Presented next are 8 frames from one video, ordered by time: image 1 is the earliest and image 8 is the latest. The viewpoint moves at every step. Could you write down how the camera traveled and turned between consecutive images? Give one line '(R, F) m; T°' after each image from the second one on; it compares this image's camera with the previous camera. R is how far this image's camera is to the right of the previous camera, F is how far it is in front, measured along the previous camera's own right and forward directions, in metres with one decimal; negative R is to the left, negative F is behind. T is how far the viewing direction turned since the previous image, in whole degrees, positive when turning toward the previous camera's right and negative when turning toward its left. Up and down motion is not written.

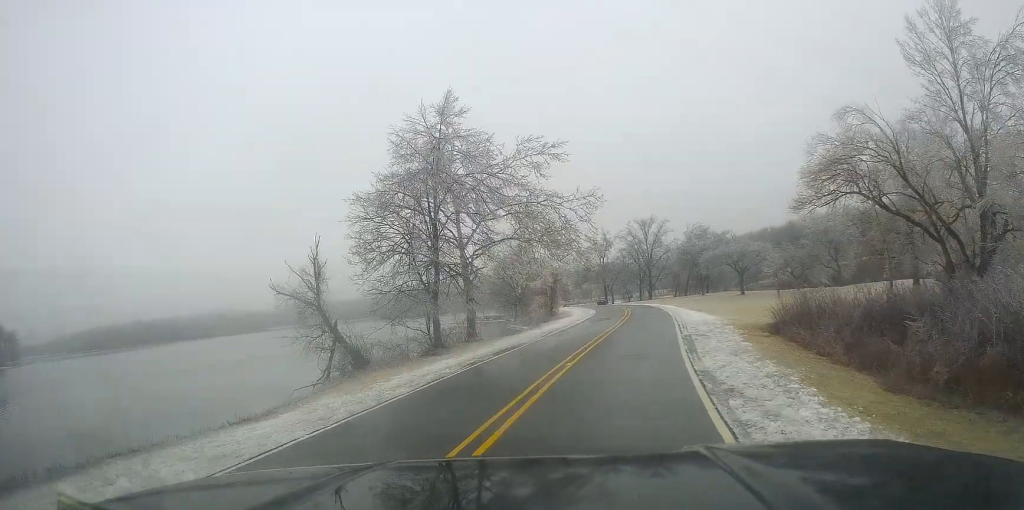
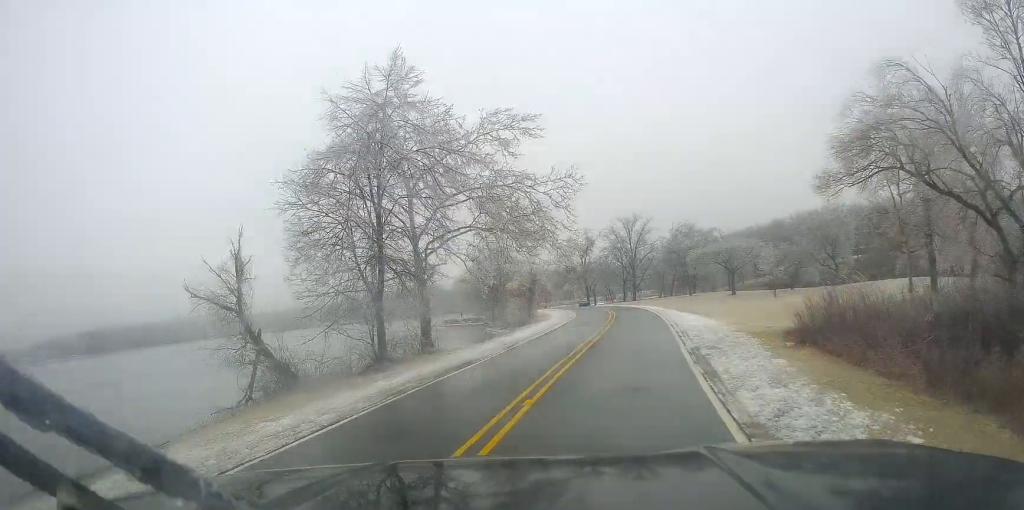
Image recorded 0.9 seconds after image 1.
(+0.5, +5.9) m; +4°
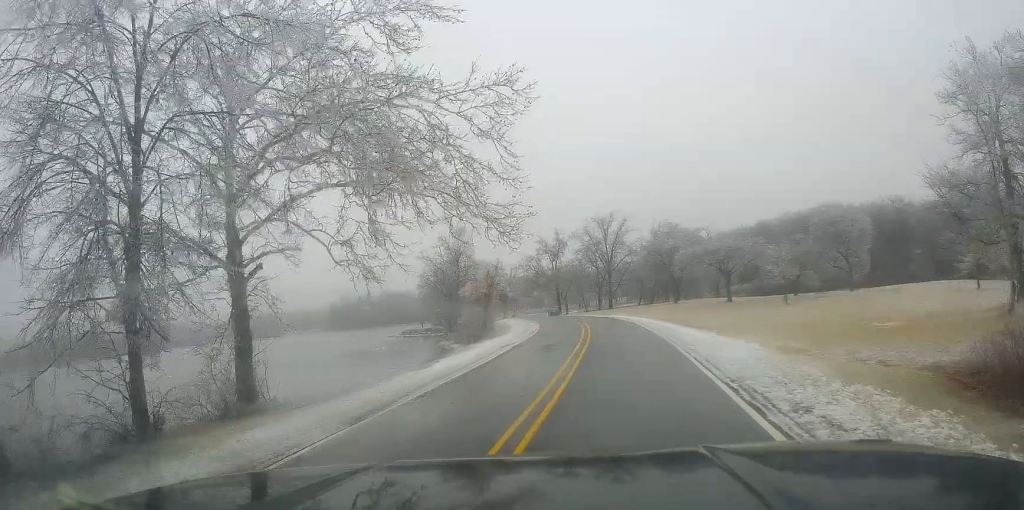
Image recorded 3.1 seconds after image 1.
(+0.2, +14.6) m; -4°
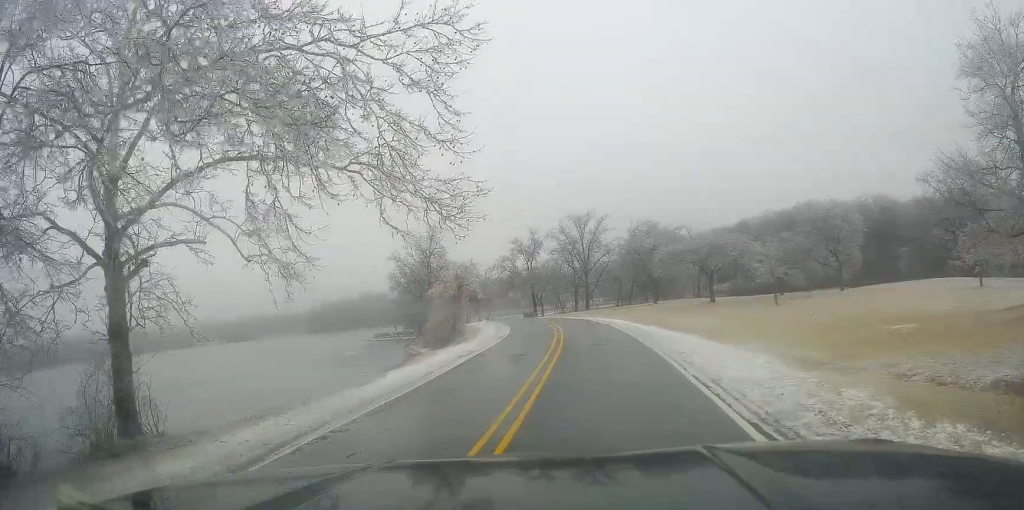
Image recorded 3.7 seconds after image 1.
(-0.5, +3.9) m; 0°
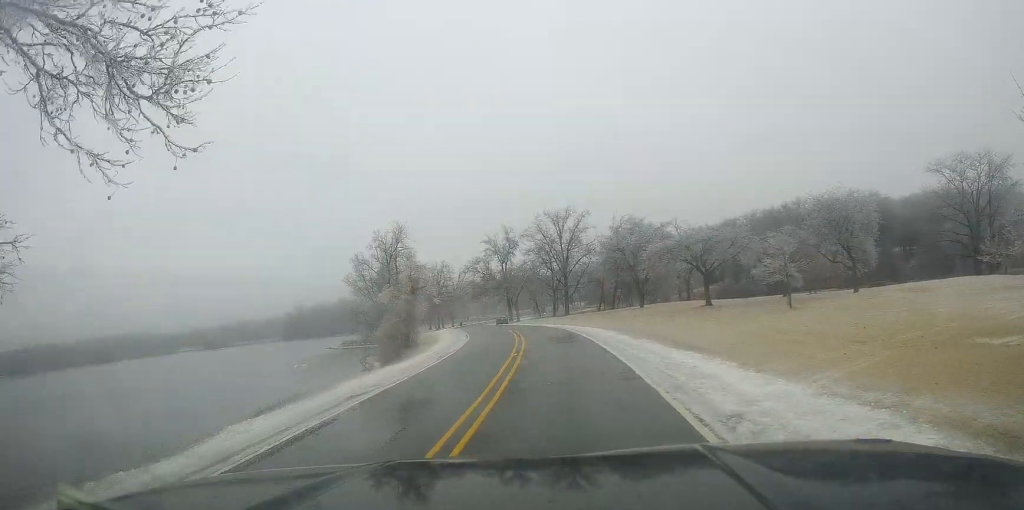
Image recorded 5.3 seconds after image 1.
(+0.6, +9.3) m; +9°
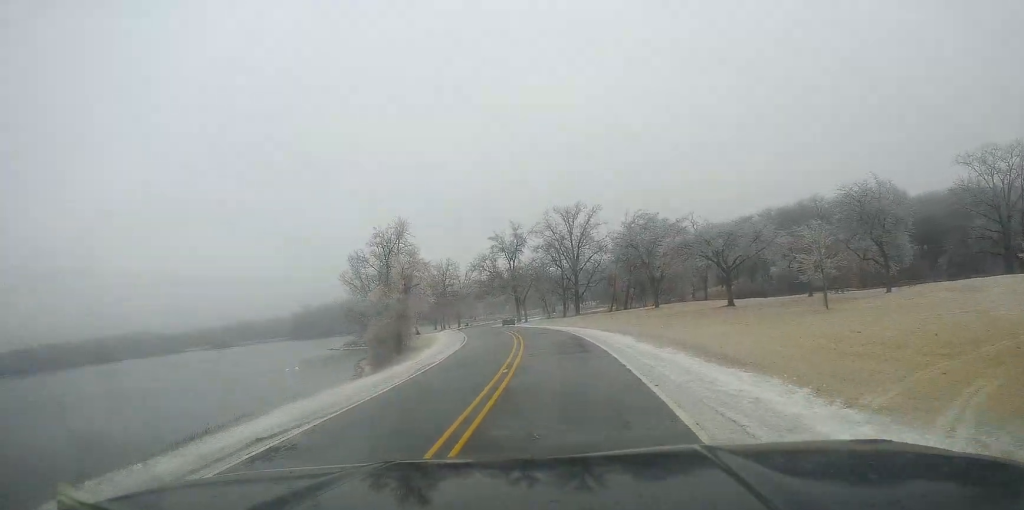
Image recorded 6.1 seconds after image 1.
(0.0, +5.3) m; -5°
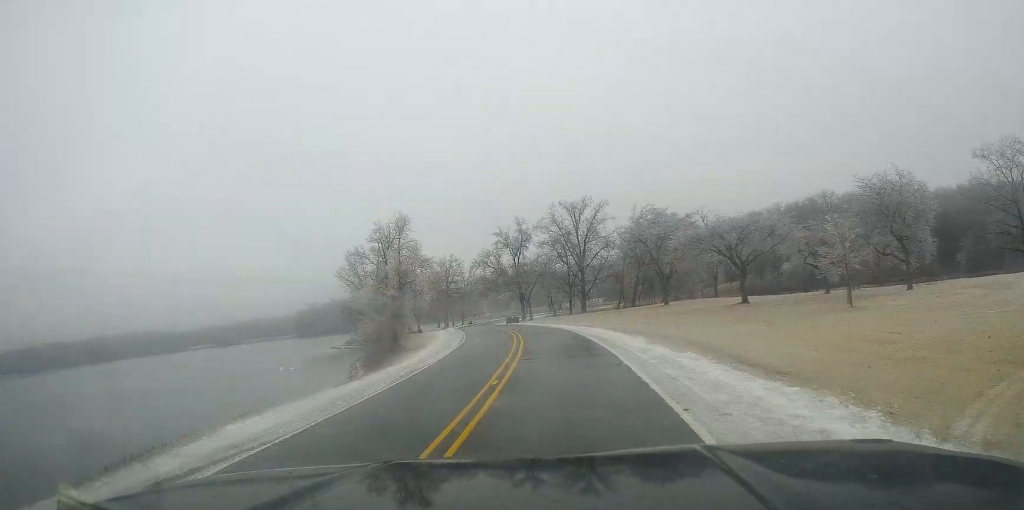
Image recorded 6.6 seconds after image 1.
(-0.2, +2.9) m; 0°
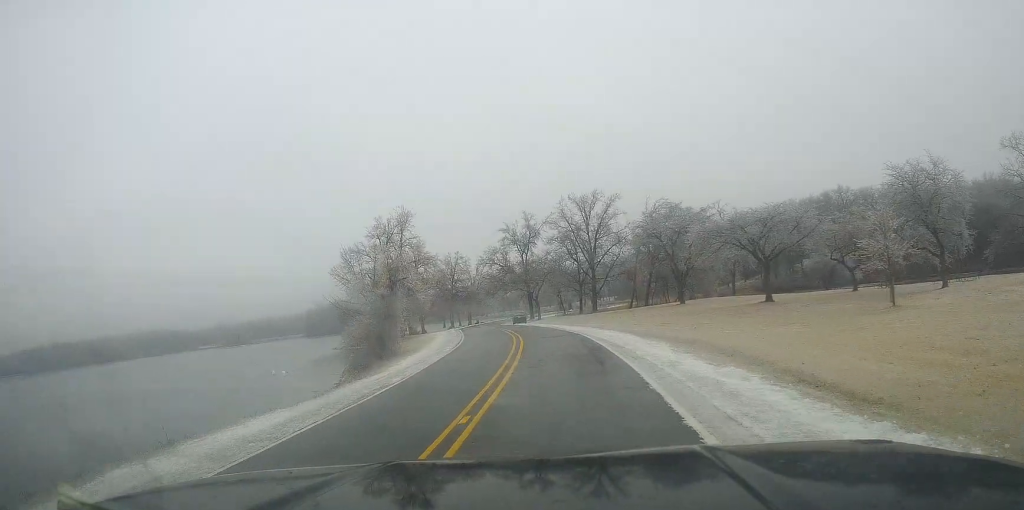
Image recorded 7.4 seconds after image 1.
(-0.2, +4.4) m; +1°
